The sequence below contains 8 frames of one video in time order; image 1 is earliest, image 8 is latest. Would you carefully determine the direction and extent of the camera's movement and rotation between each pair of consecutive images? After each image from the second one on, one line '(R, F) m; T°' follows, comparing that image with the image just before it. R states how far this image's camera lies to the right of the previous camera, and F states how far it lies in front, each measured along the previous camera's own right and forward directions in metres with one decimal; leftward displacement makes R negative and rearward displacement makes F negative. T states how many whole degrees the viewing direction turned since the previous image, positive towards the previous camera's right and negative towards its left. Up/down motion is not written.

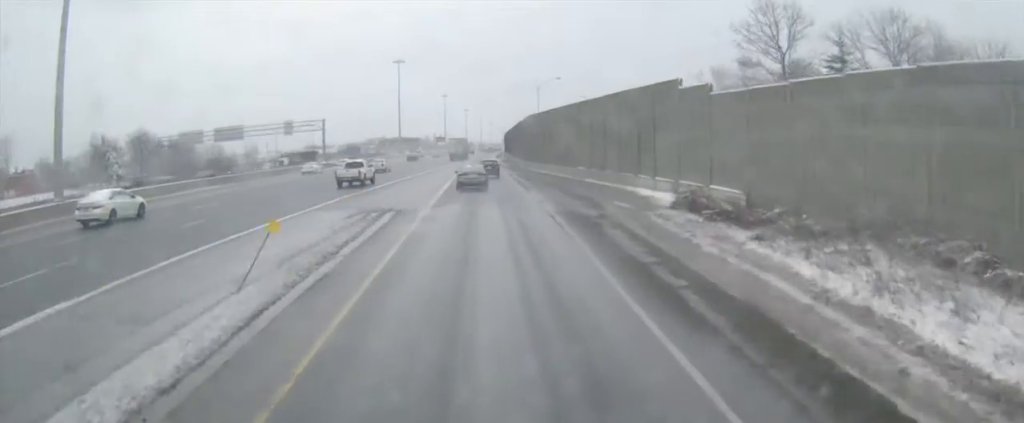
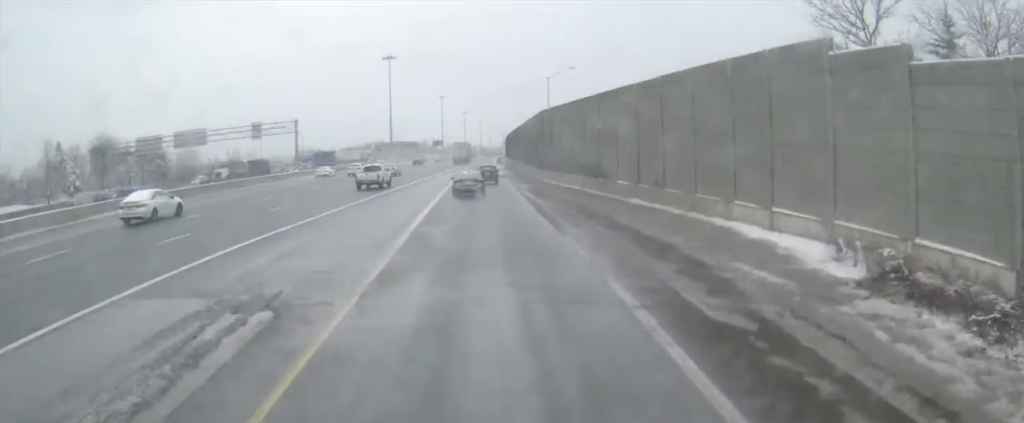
(0.0, +16.1) m; 0°
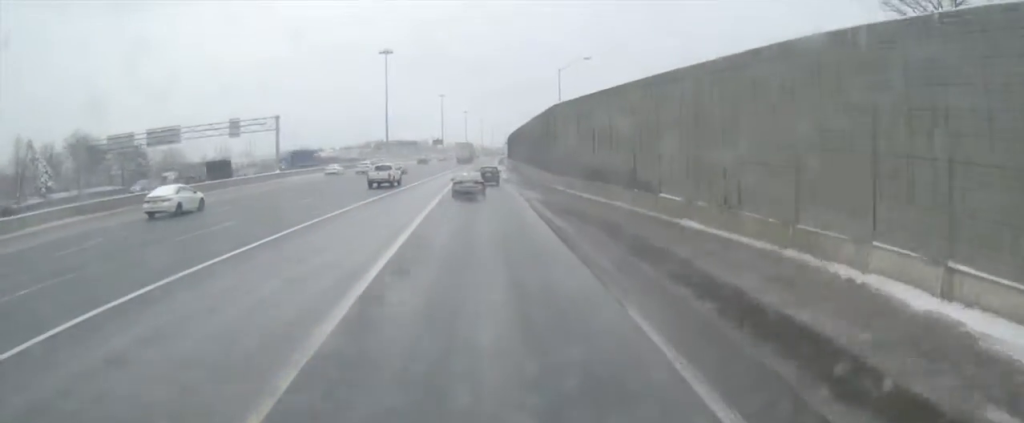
(0.0, +9.6) m; 0°
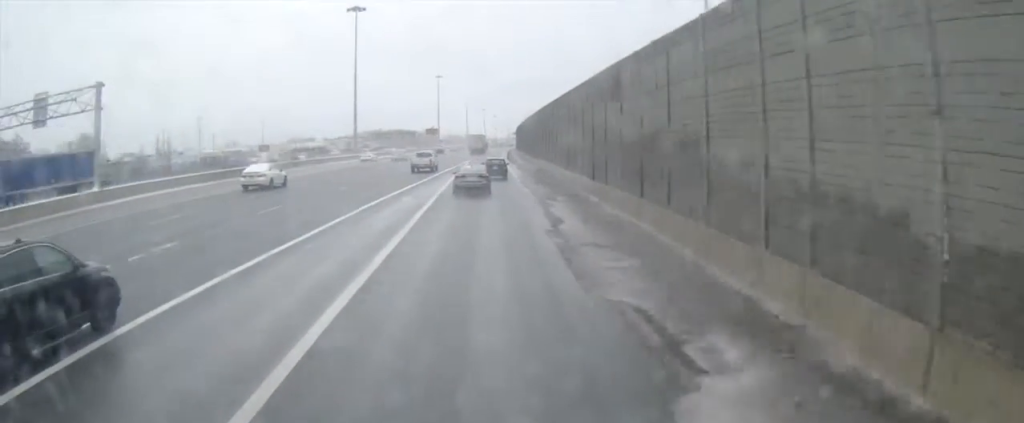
(0.0, +43.8) m; 0°
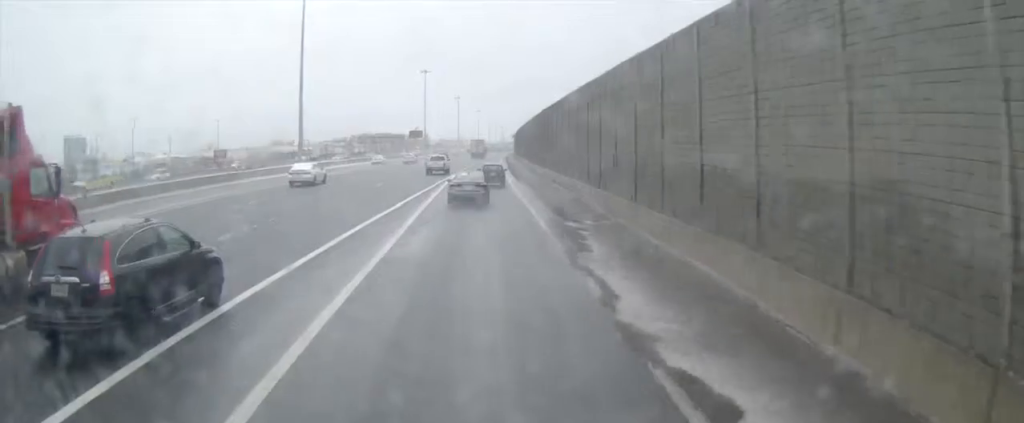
(+0.1, +32.7) m; 0°
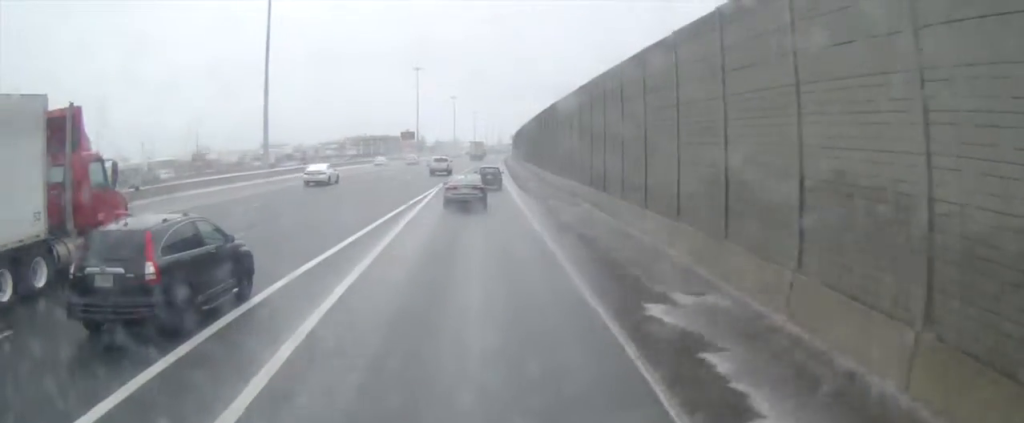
(0.0, +13.0) m; 0°
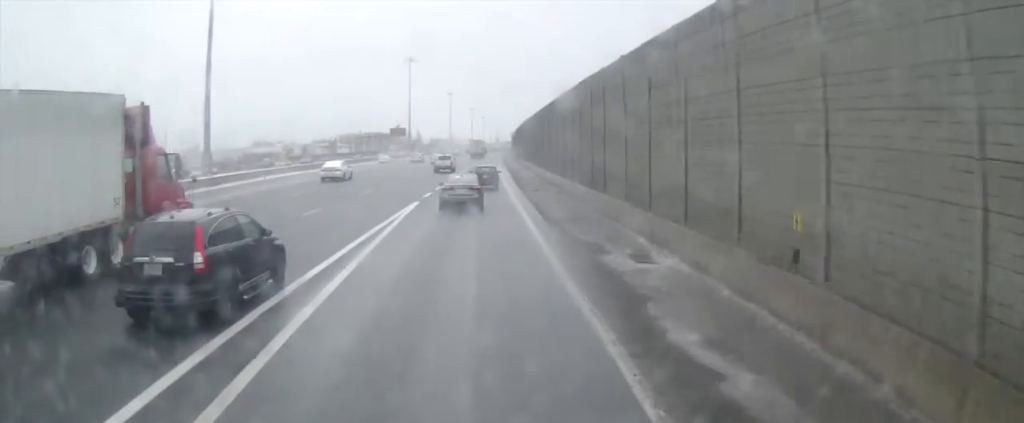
(0.0, +15.8) m; 0°
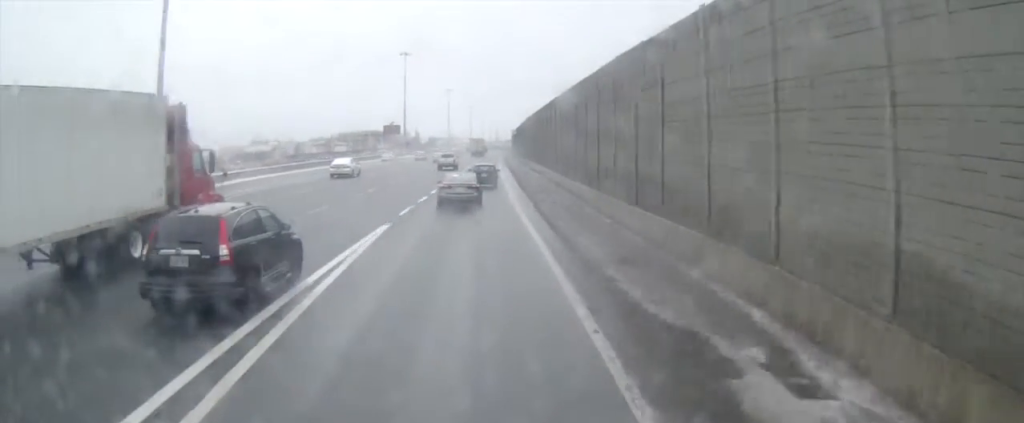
(0.0, +9.3) m; 0°
